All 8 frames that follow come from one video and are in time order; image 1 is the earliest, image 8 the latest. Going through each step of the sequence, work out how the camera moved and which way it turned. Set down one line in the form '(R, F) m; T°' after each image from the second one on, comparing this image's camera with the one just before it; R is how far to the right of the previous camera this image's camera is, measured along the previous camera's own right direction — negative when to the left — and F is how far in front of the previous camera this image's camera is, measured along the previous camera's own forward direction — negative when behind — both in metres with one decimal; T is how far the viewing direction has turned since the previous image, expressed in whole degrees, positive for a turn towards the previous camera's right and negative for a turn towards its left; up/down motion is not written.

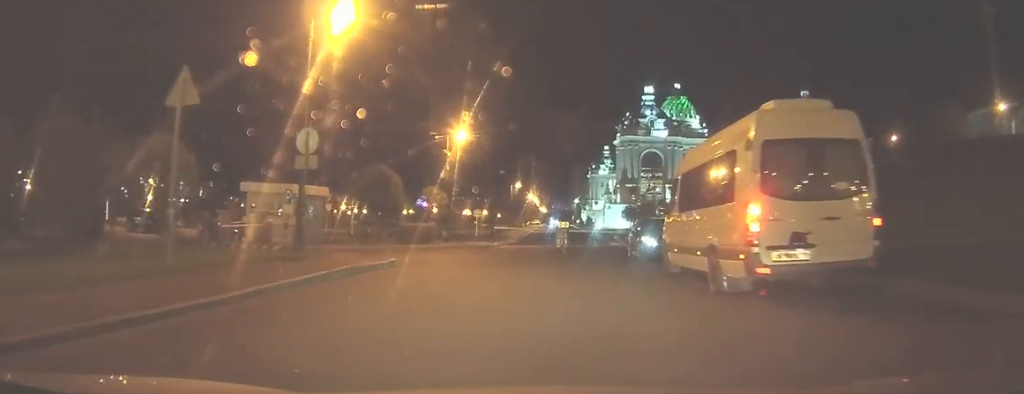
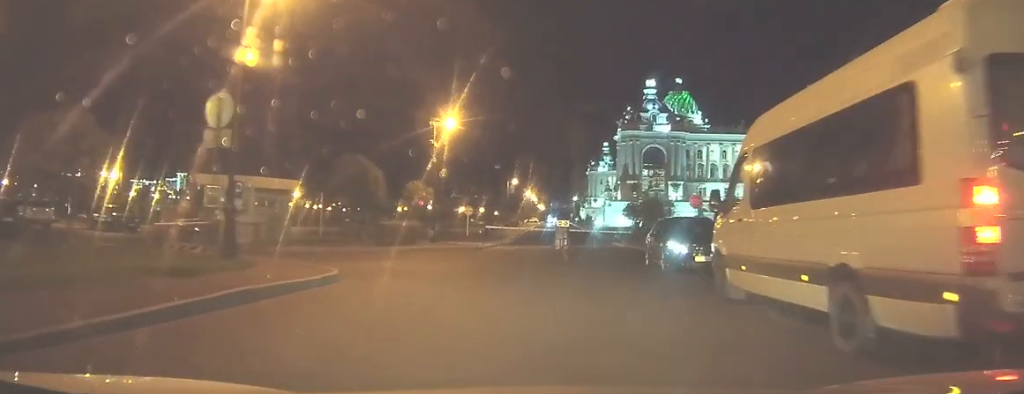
(0.0, +4.9) m; 0°
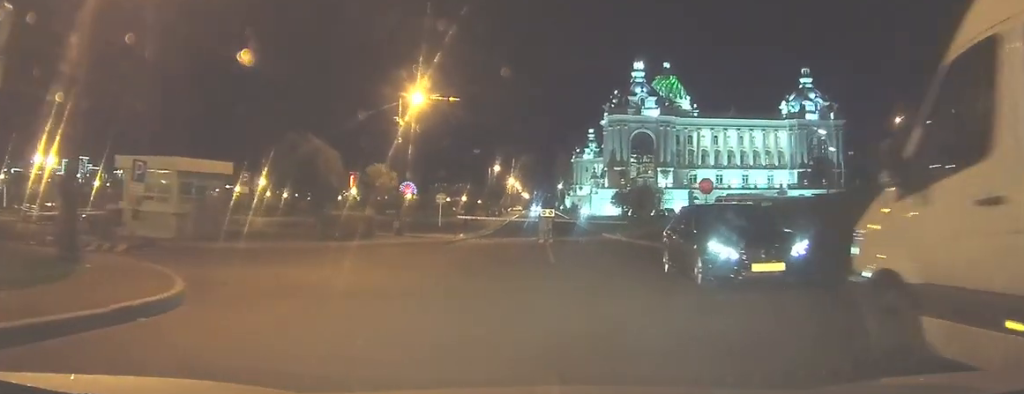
(0.0, +5.6) m; 0°
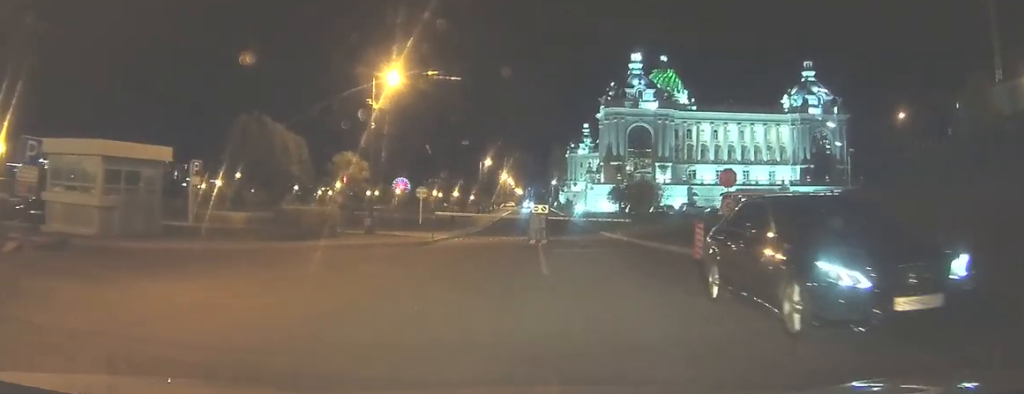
(0.0, +4.6) m; +1°
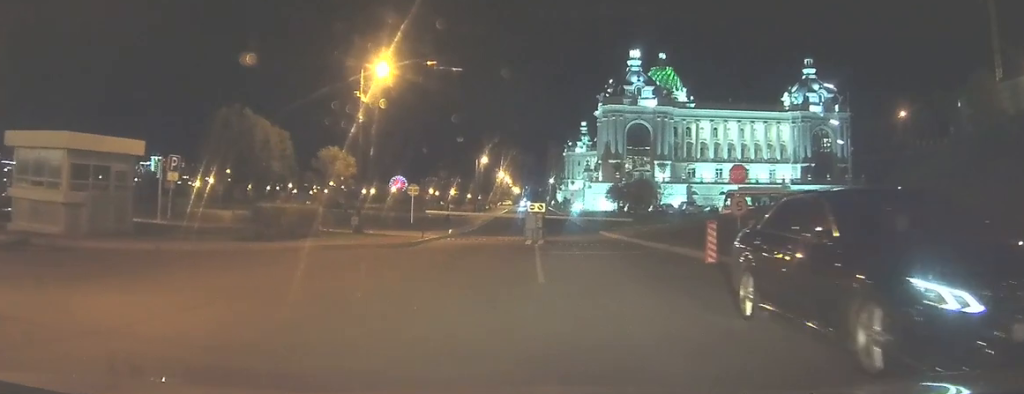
(0.0, +1.9) m; 0°
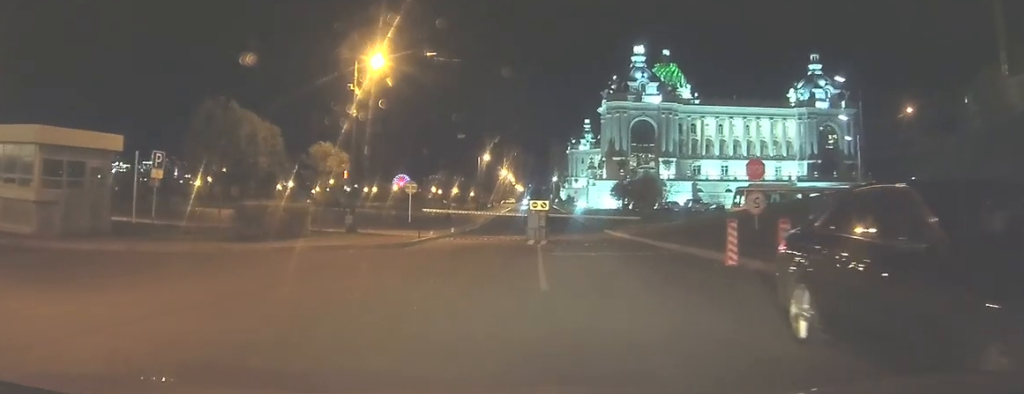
(0.0, +1.7) m; 0°
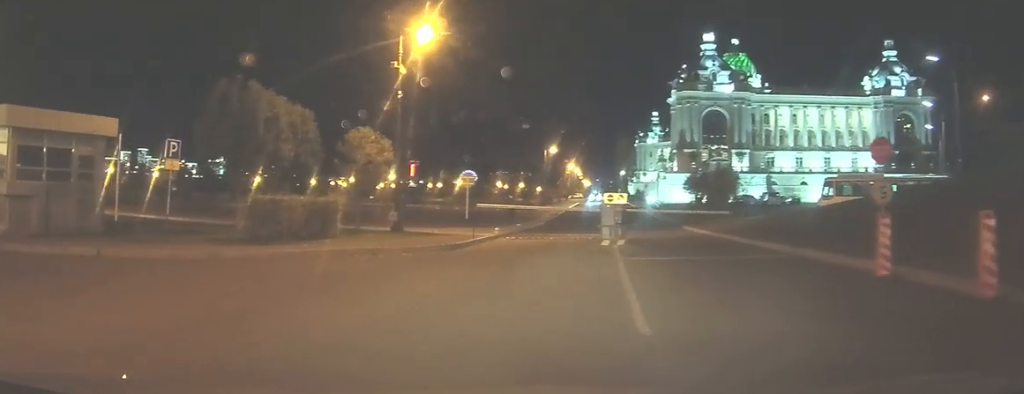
(0.0, +4.9) m; -2°
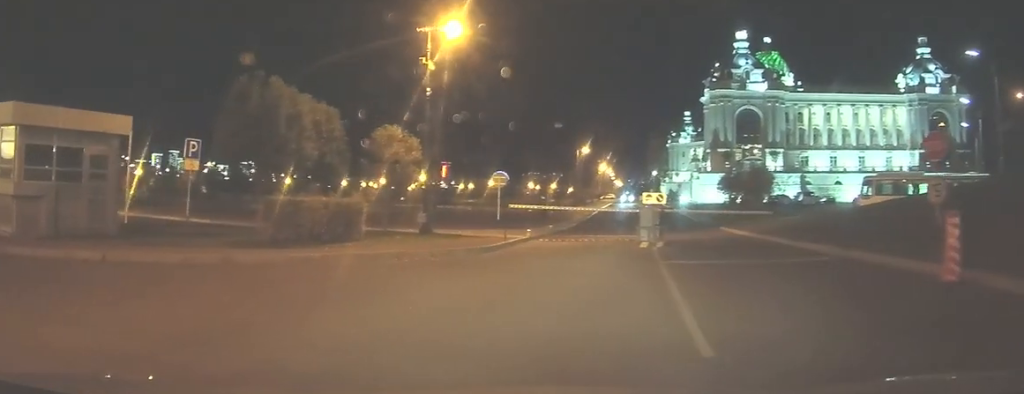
(-0.1, +1.4) m; -2°
